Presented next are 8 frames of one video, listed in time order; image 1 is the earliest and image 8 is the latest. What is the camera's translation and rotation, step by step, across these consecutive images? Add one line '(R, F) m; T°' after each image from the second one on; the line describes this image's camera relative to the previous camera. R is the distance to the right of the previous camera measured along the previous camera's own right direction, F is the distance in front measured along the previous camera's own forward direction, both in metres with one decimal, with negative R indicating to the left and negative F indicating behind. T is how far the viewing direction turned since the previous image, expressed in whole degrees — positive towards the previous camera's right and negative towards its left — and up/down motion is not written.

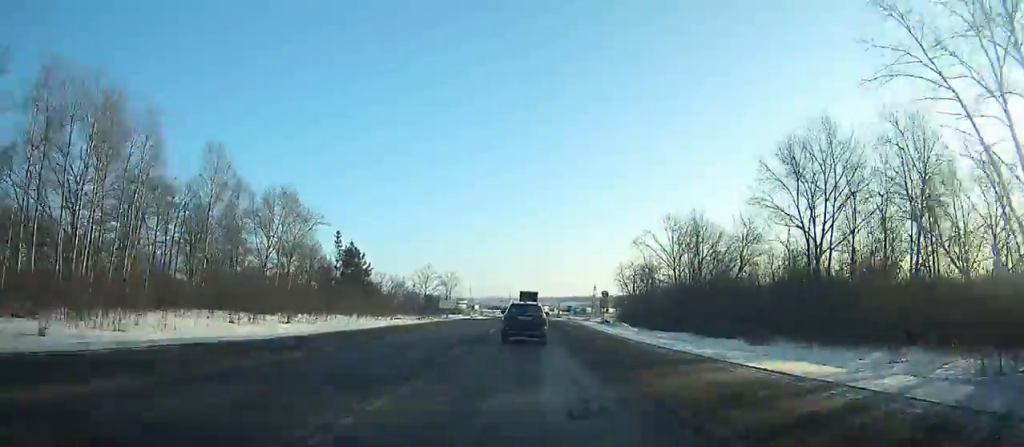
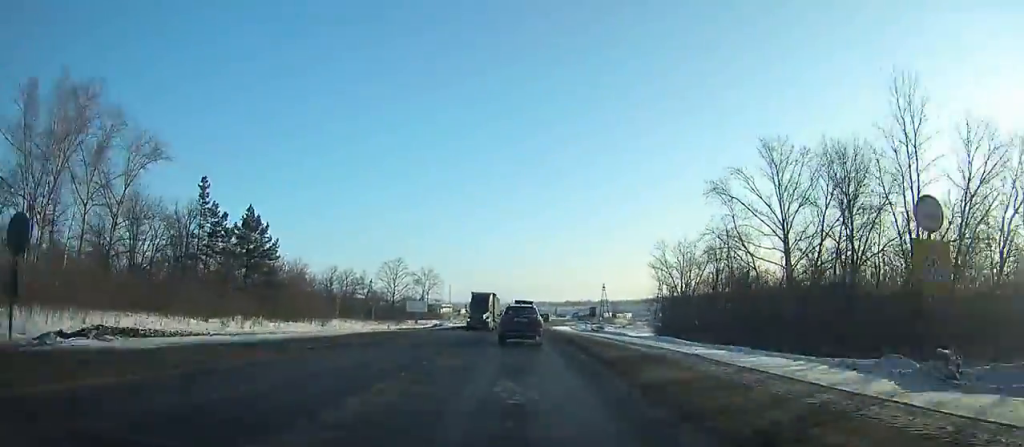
(0.0, +48.5) m; 0°
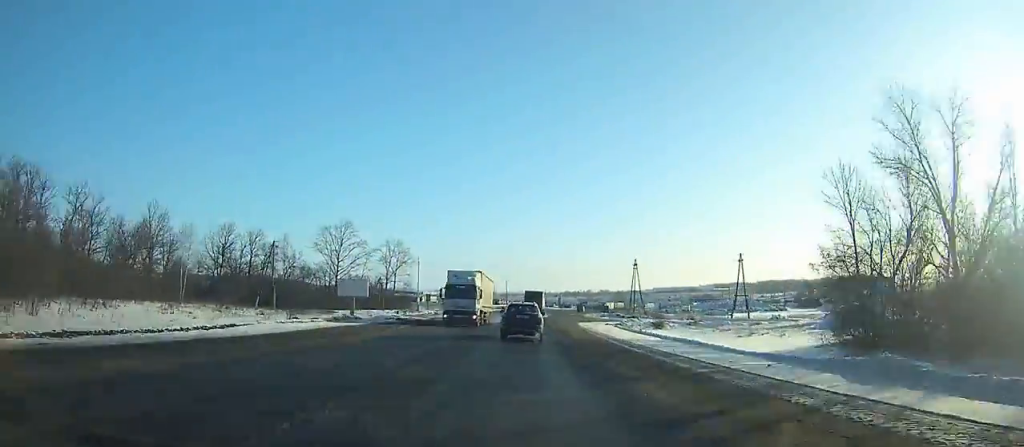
(0.0, +61.2) m; +1°
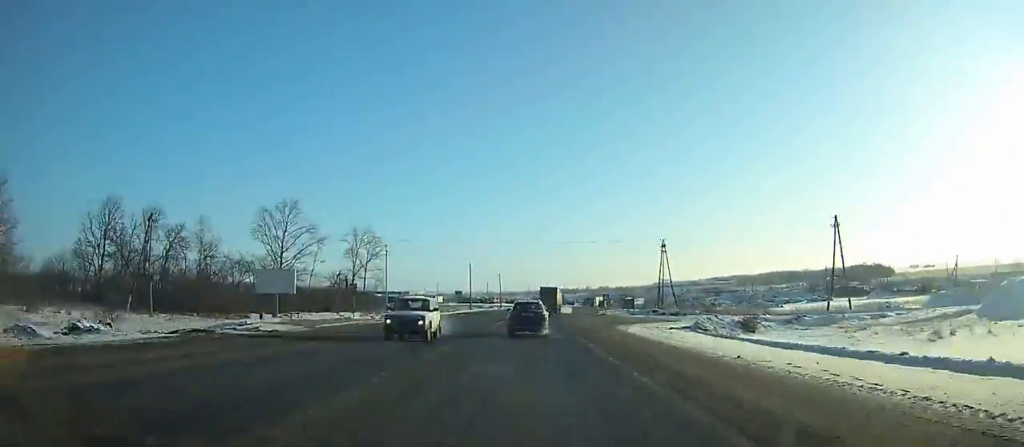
(-0.1, +33.1) m; +1°
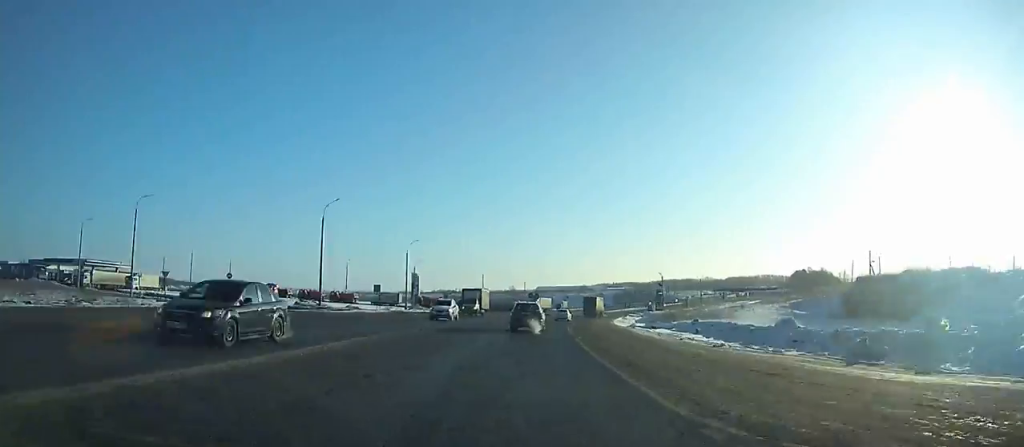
(+13.2, +160.9) m; +12°
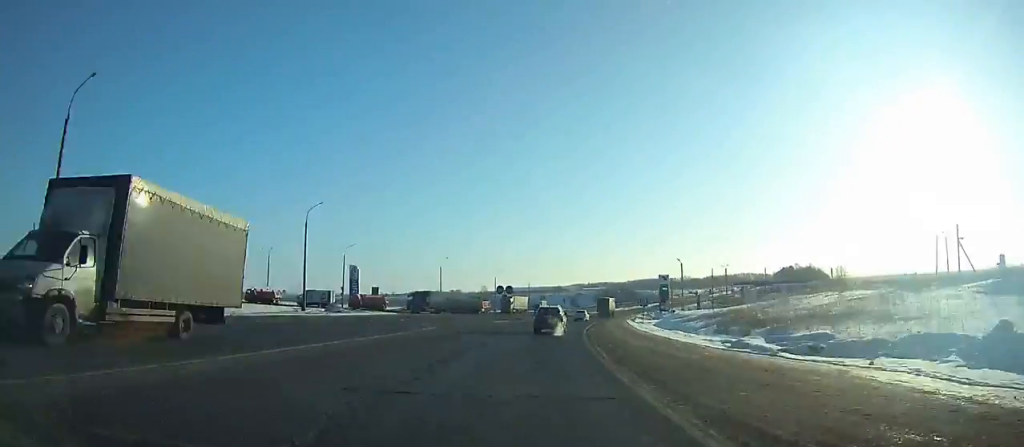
(+1.2, +33.1) m; +4°
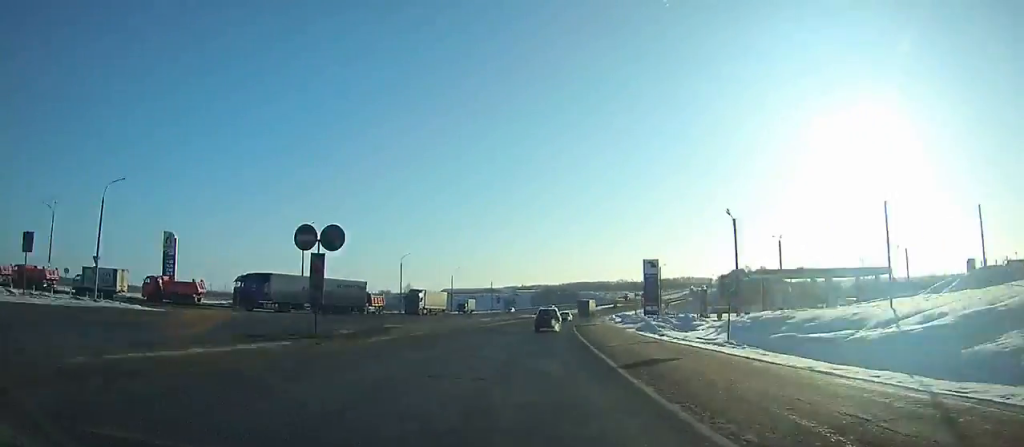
(+2.0, +45.0) m; +5°
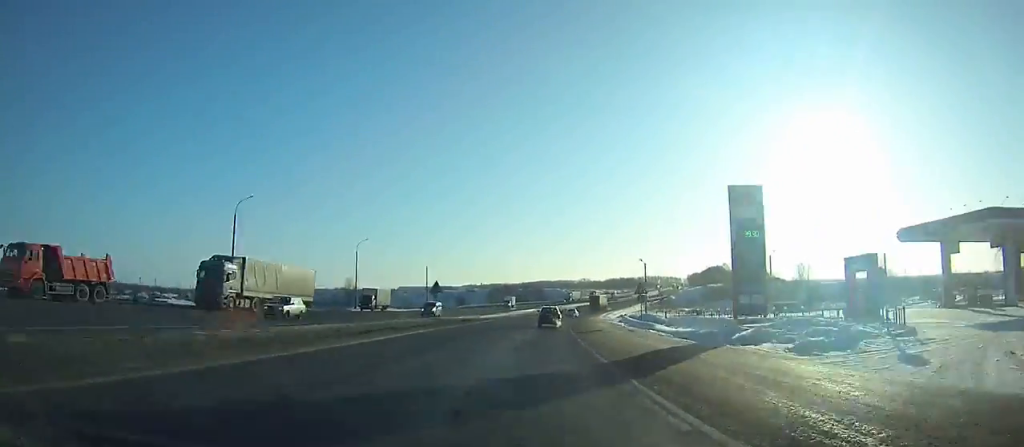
(+2.3, +50.4) m; +5°
